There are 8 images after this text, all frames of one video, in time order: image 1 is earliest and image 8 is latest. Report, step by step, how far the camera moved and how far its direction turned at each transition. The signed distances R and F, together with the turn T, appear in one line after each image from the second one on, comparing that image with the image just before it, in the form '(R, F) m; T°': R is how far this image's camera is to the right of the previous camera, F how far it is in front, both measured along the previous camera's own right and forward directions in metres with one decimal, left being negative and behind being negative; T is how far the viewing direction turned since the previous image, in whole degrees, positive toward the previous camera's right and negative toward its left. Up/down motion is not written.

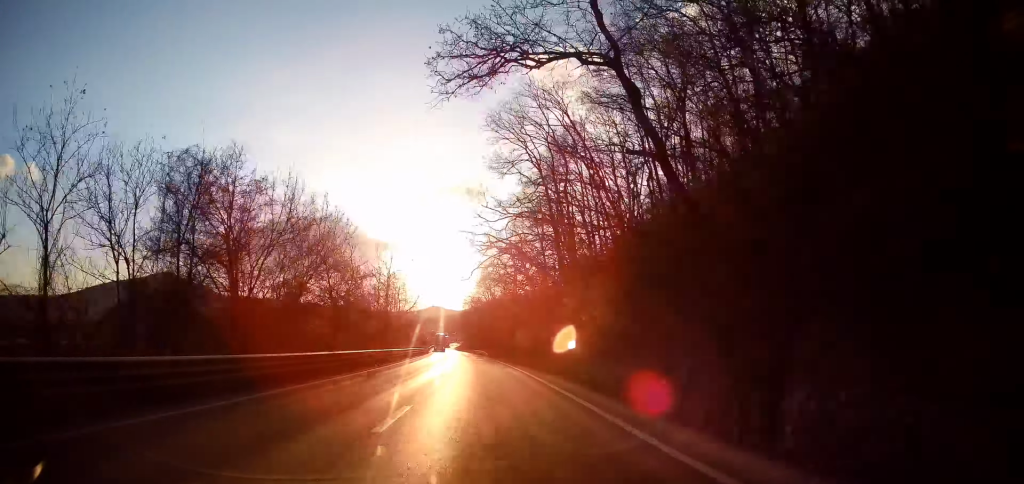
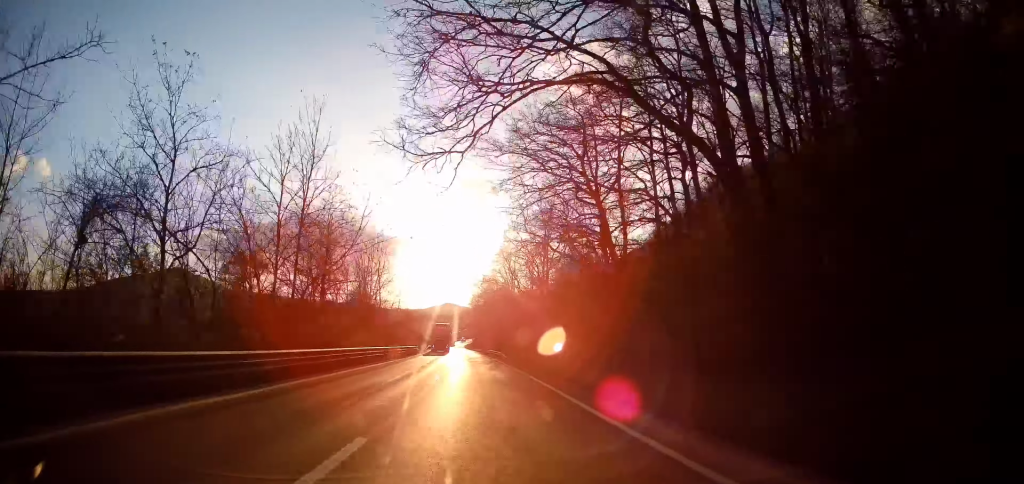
(-0.4, +28.1) m; -1°
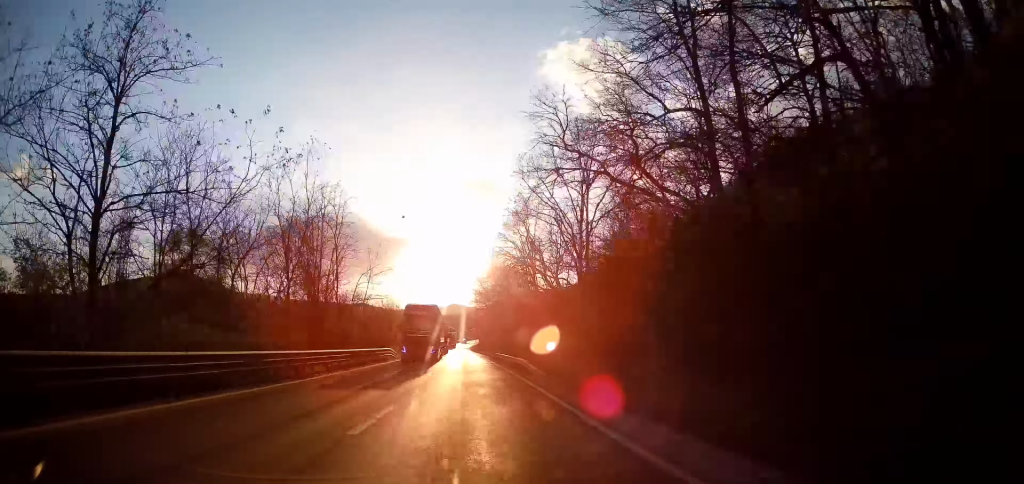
(-0.1, +21.3) m; -1°
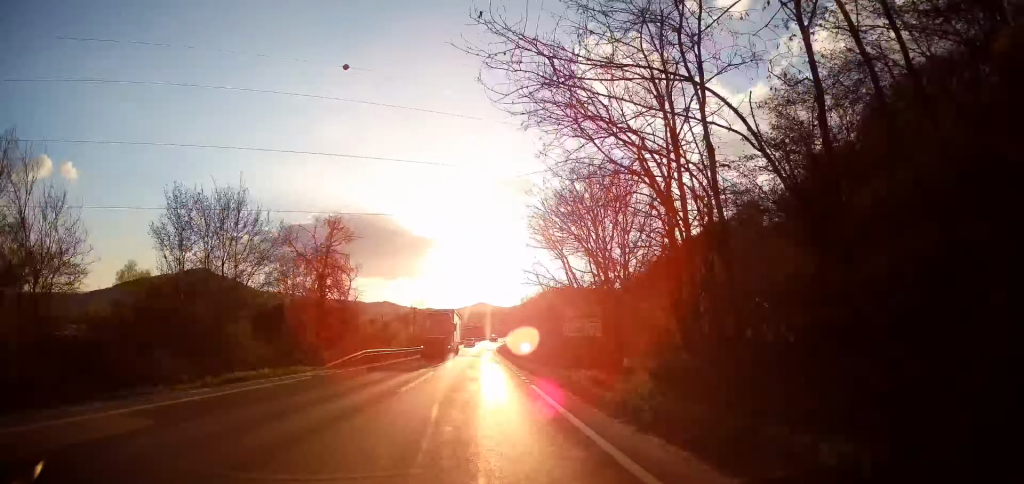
(-1.5, +56.1) m; -3°
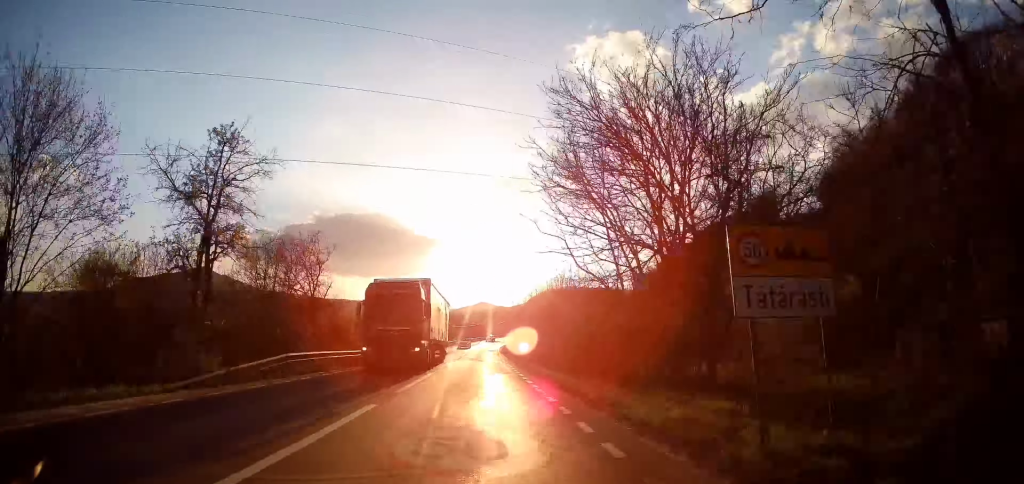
(-0.1, +11.9) m; -1°
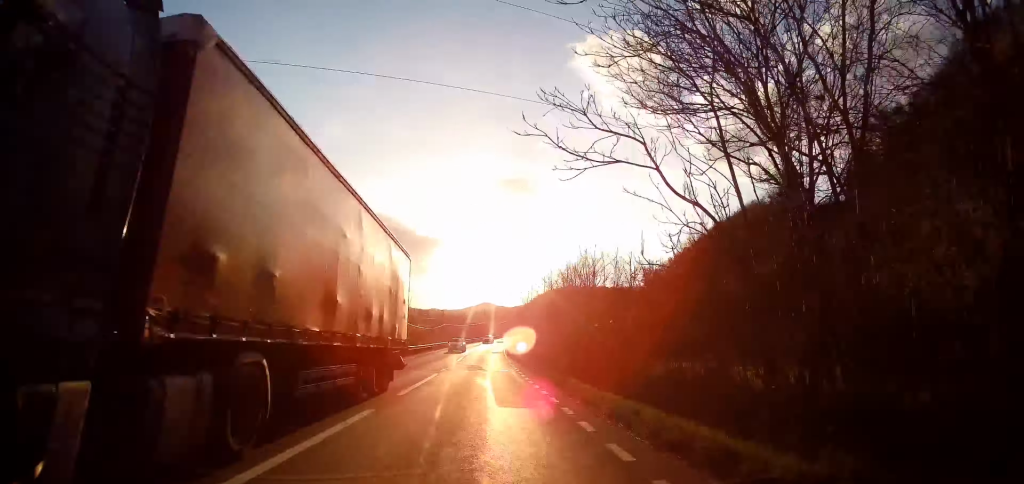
(-0.2, +11.9) m; -1°
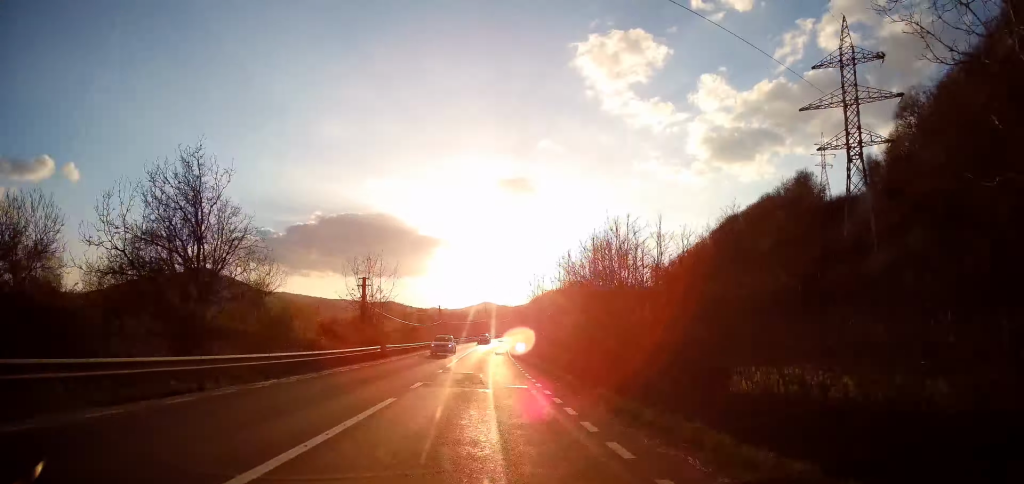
(0.0, +10.1) m; 0°
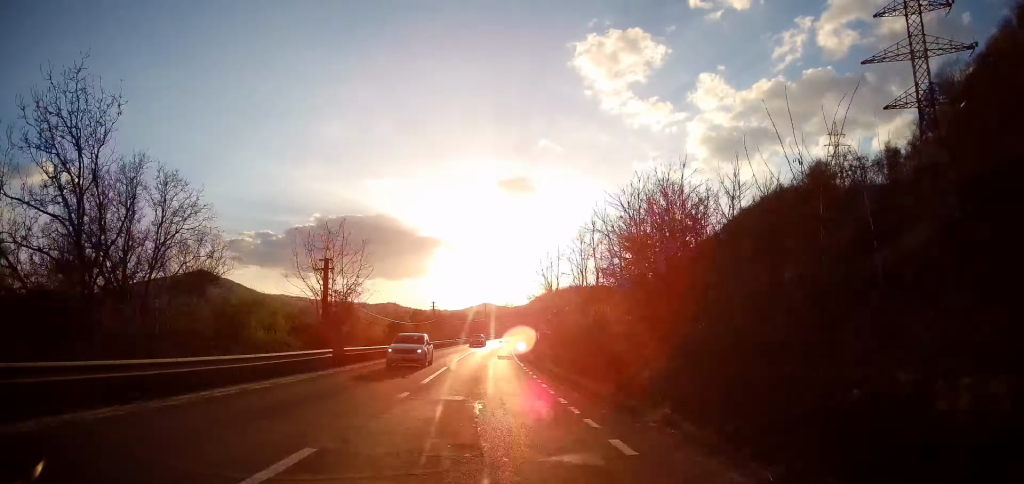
(0.0, +10.1) m; 0°
